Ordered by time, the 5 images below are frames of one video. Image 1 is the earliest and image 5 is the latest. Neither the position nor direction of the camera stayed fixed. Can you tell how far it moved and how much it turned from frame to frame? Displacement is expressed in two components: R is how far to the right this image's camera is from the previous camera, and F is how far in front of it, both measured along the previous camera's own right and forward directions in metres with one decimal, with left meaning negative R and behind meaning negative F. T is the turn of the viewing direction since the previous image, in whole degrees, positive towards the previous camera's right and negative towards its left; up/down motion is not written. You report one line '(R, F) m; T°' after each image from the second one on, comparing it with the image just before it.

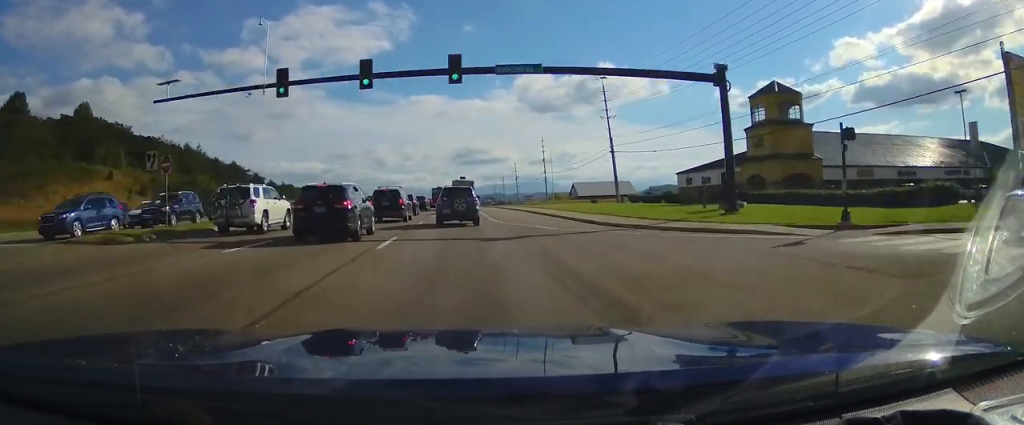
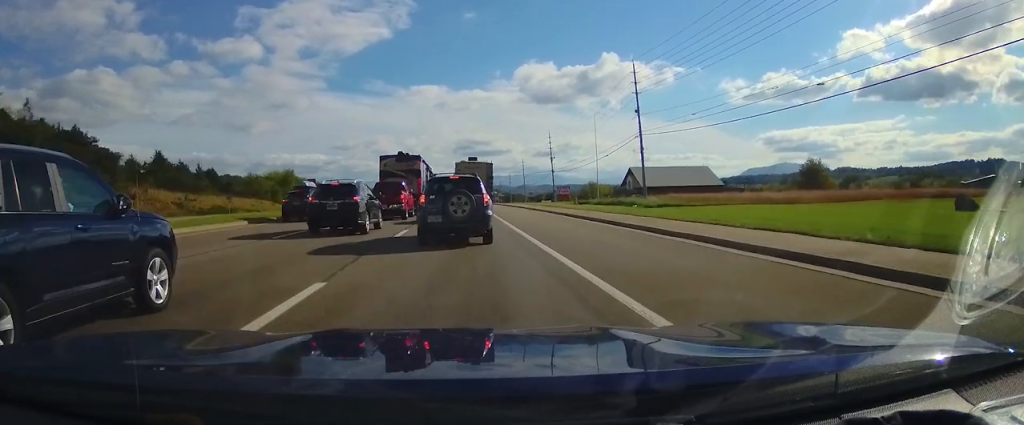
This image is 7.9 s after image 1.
(+0.9, +53.5) m; +1°
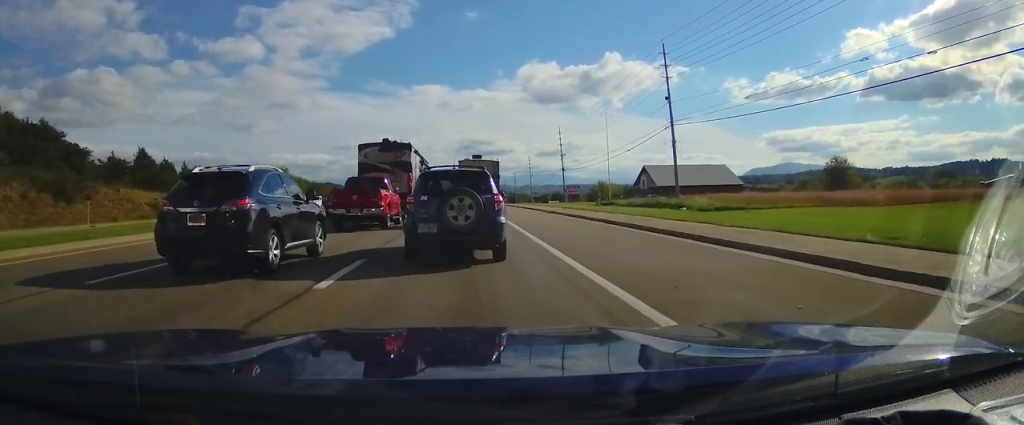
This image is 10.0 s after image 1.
(-0.1, +10.4) m; 0°
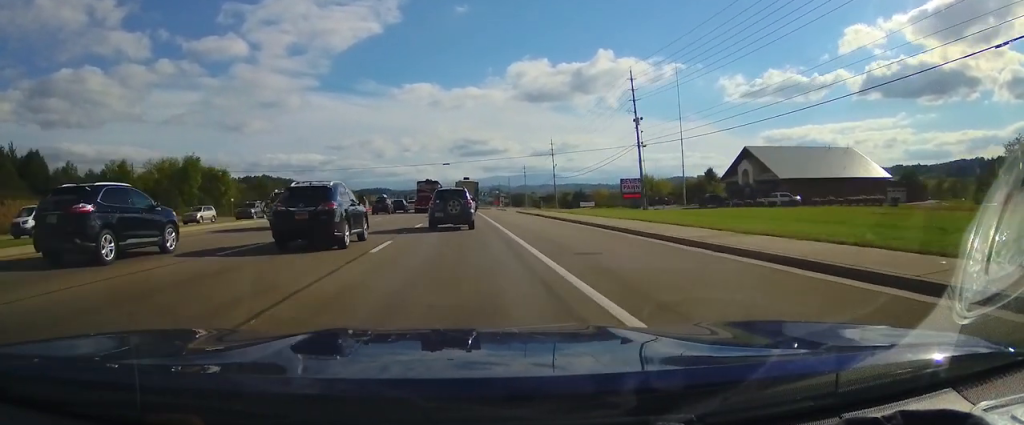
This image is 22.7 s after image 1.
(-0.9, +76.0) m; -1°
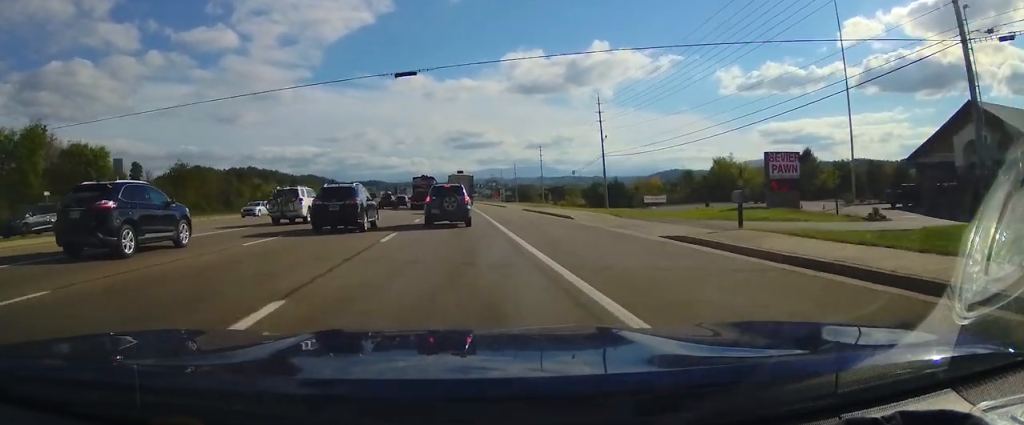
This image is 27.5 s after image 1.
(+0.3, +40.6) m; +1°
